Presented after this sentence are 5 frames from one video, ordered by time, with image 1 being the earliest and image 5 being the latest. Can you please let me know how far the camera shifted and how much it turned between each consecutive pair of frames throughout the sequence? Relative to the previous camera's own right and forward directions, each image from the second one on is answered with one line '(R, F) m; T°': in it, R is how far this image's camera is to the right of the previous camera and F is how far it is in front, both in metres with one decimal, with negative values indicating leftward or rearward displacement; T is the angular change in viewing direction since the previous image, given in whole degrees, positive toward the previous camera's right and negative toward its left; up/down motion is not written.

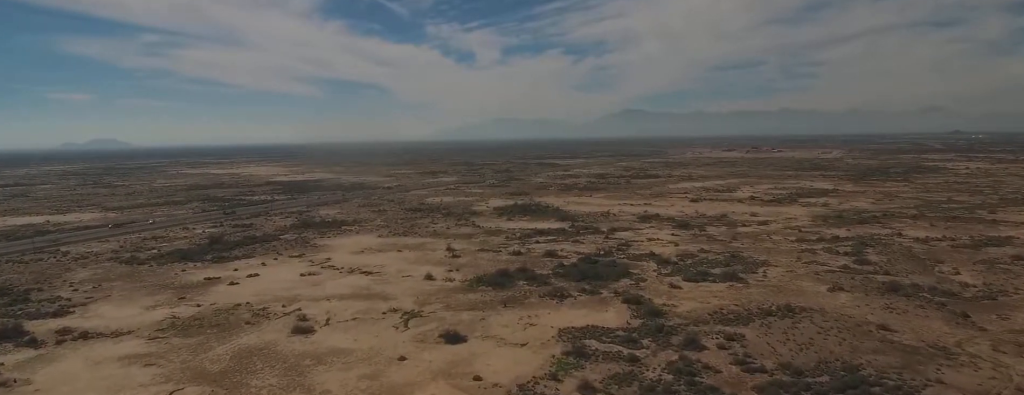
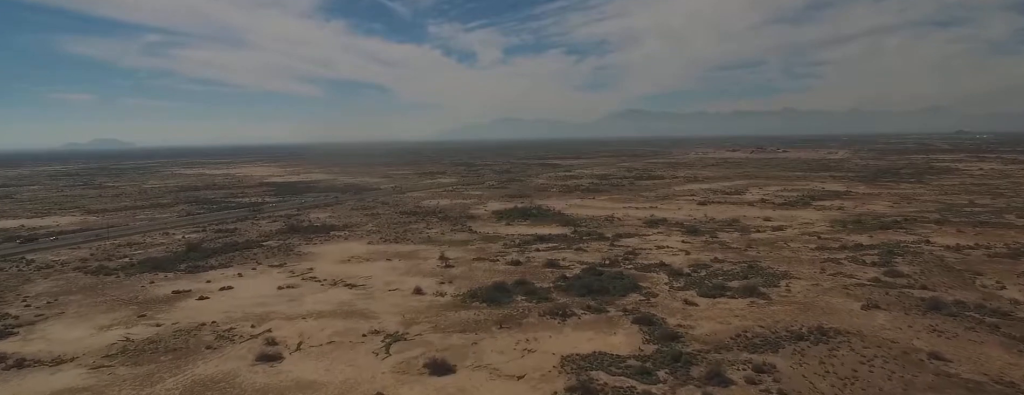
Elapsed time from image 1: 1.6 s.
(-0.1, +23.6) m; -2°
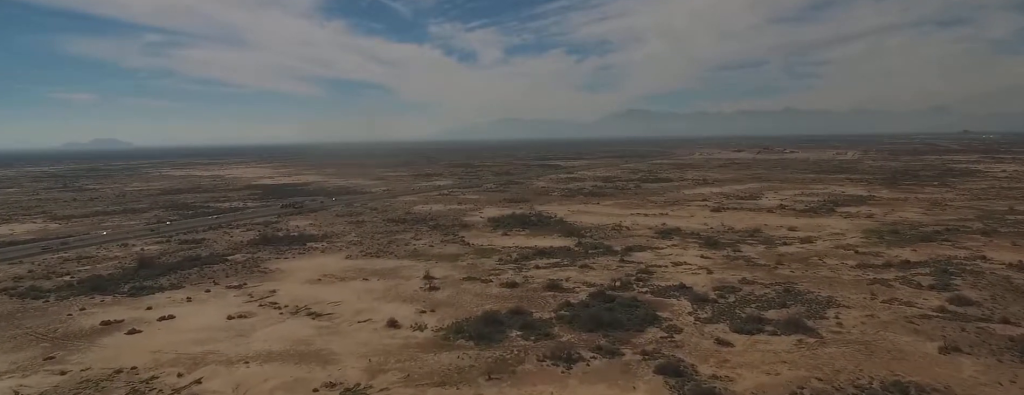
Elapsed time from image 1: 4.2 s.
(-0.4, +40.5) m; 0°
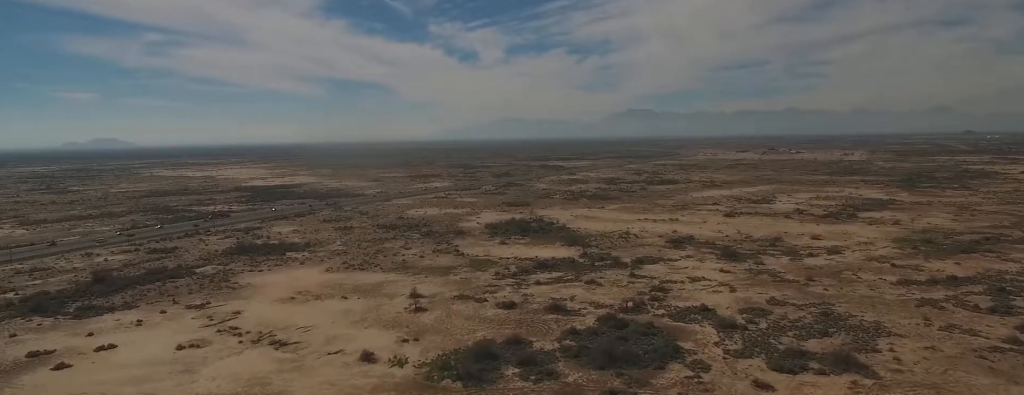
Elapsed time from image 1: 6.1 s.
(0.0, +31.0) m; 0°
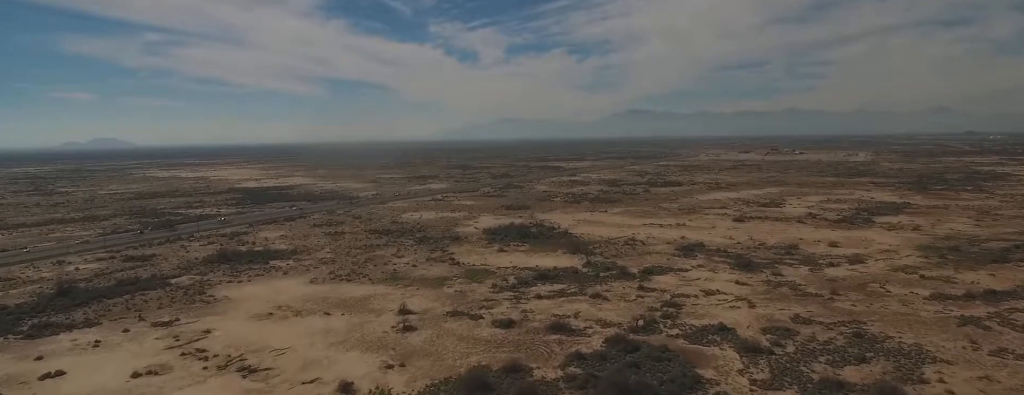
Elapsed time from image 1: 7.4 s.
(+0.1, +20.7) m; 0°
